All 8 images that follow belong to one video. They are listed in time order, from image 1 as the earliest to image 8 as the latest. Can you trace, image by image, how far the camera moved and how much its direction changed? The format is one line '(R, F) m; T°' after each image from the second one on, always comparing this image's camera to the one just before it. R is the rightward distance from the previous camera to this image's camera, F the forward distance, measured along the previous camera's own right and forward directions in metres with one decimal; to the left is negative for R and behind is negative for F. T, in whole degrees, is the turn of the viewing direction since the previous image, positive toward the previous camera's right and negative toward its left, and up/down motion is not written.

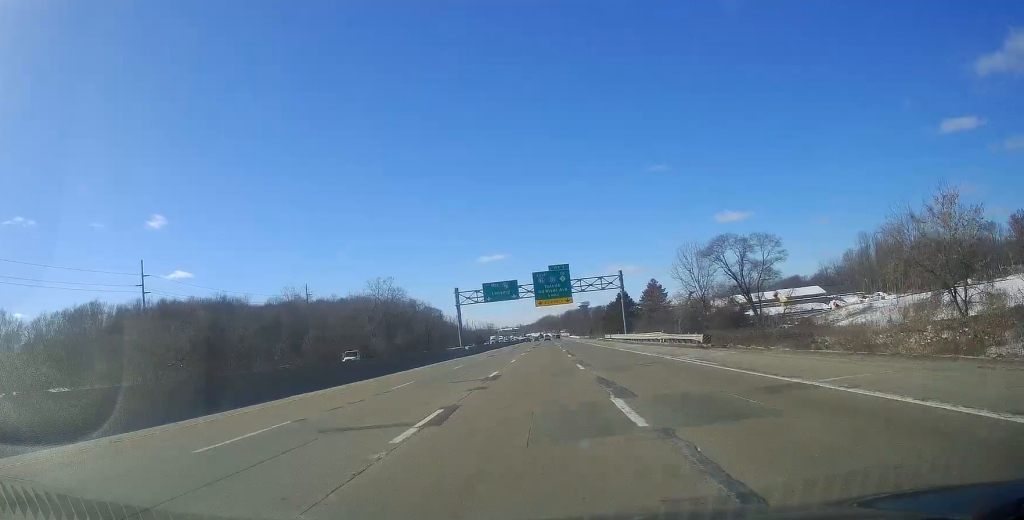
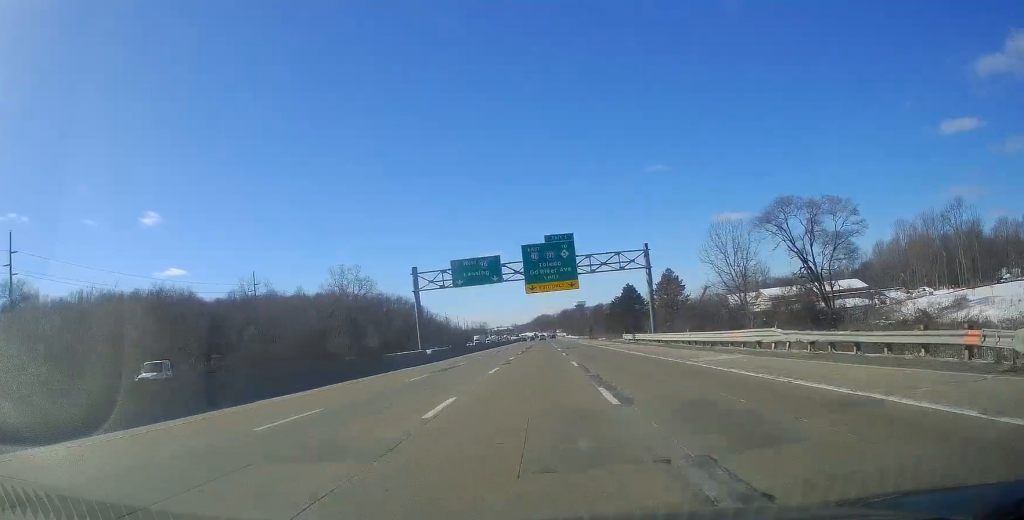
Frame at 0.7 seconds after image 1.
(+0.1, +28.0) m; +1°
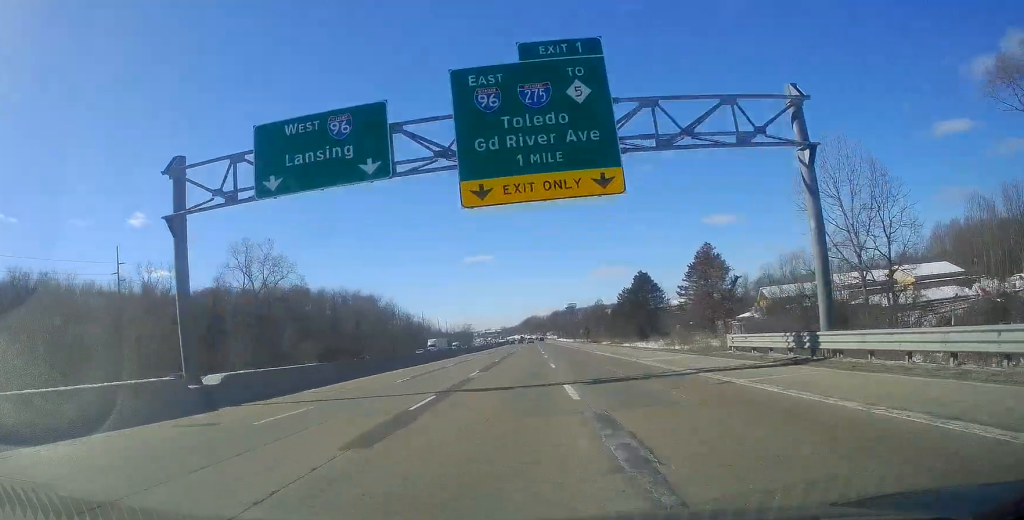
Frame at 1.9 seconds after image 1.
(+0.5, +44.3) m; +2°
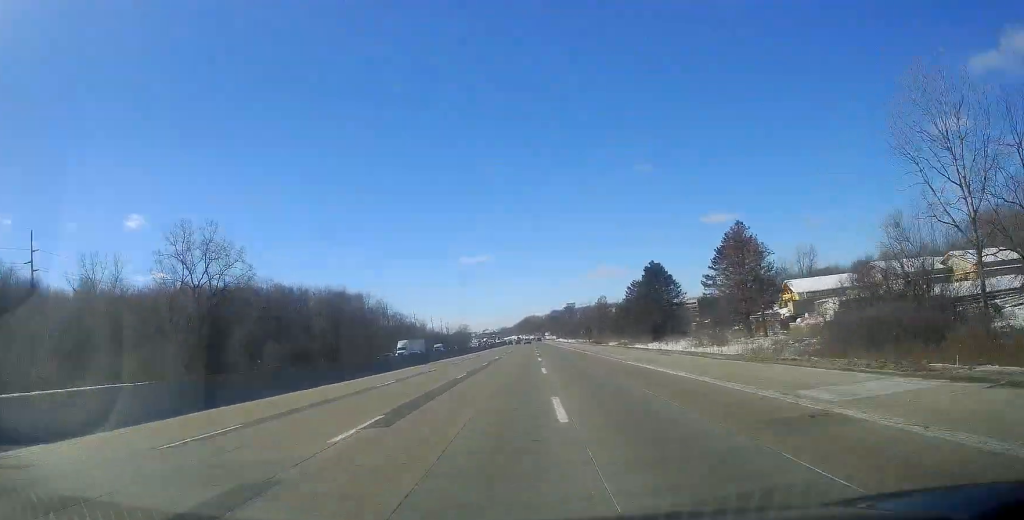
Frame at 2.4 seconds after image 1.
(+0.2, +18.9) m; 0°
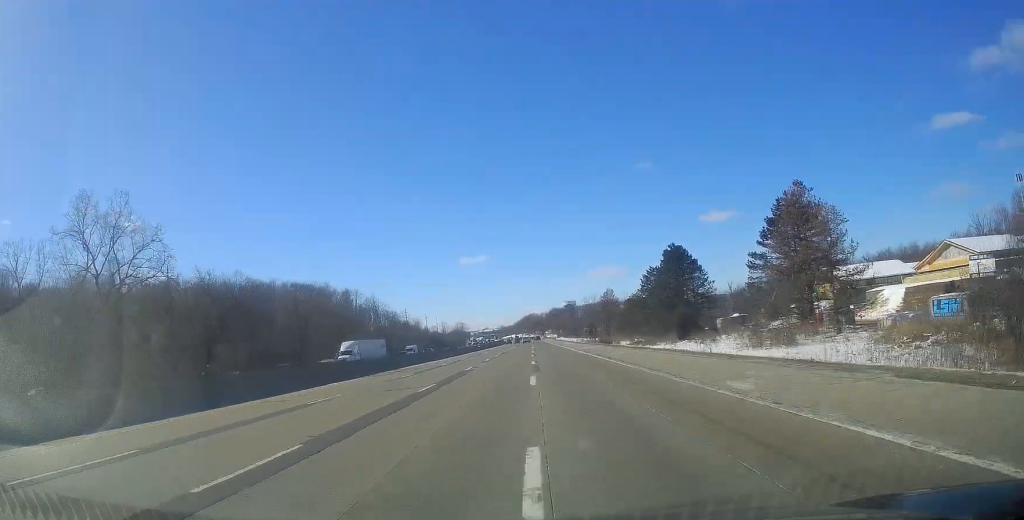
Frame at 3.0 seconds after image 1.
(+0.4, +21.5) m; 0°
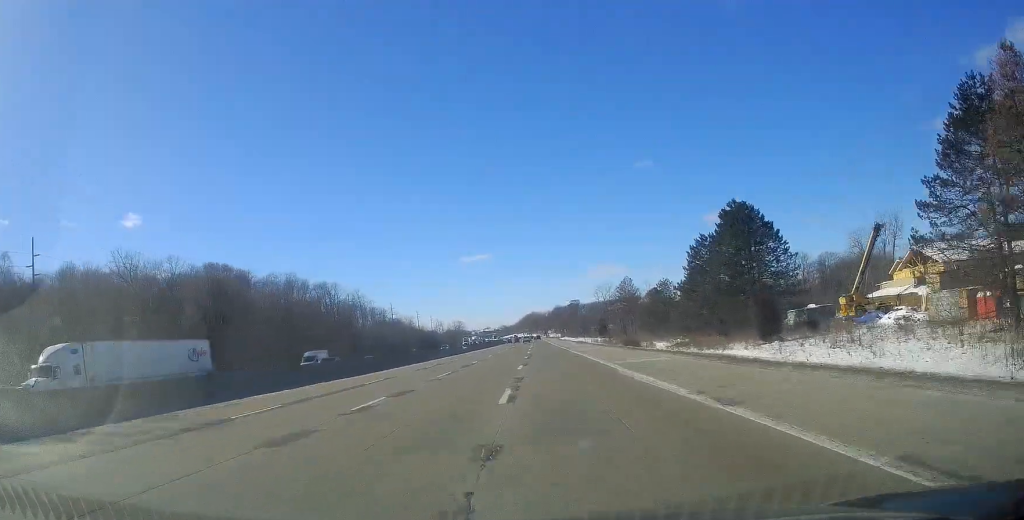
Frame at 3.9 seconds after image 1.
(-1.0, +35.2) m; -1°
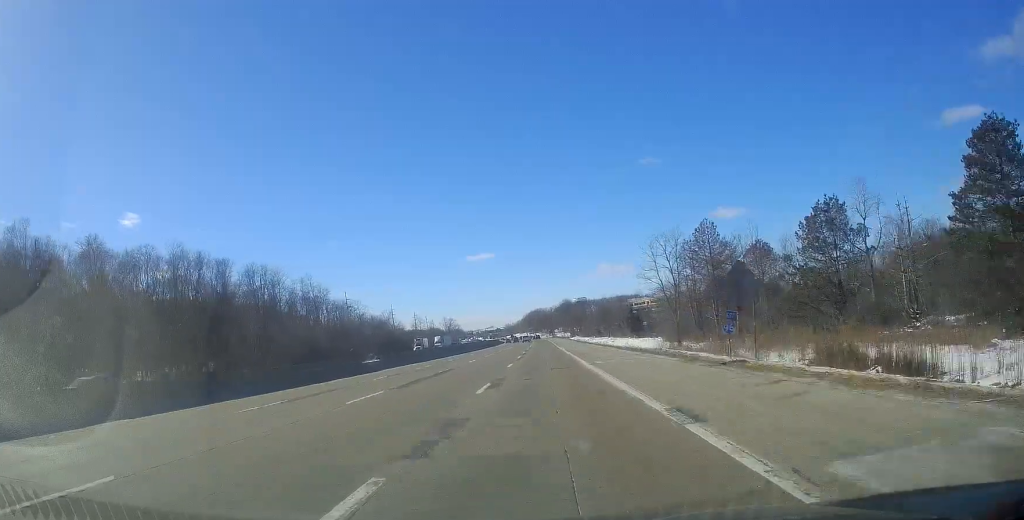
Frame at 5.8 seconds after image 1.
(+0.8, +72.8) m; 0°
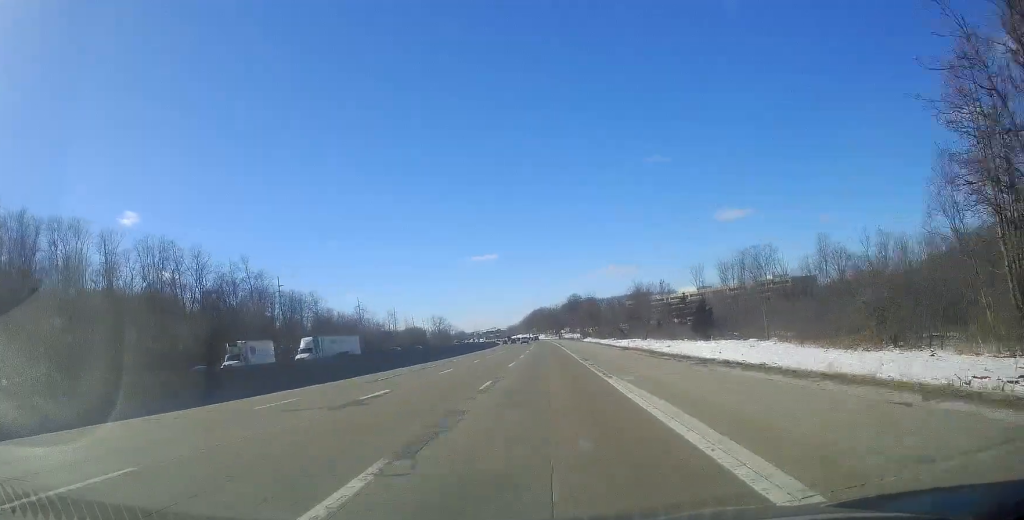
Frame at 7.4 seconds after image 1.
(-0.4, +59.7) m; -1°
